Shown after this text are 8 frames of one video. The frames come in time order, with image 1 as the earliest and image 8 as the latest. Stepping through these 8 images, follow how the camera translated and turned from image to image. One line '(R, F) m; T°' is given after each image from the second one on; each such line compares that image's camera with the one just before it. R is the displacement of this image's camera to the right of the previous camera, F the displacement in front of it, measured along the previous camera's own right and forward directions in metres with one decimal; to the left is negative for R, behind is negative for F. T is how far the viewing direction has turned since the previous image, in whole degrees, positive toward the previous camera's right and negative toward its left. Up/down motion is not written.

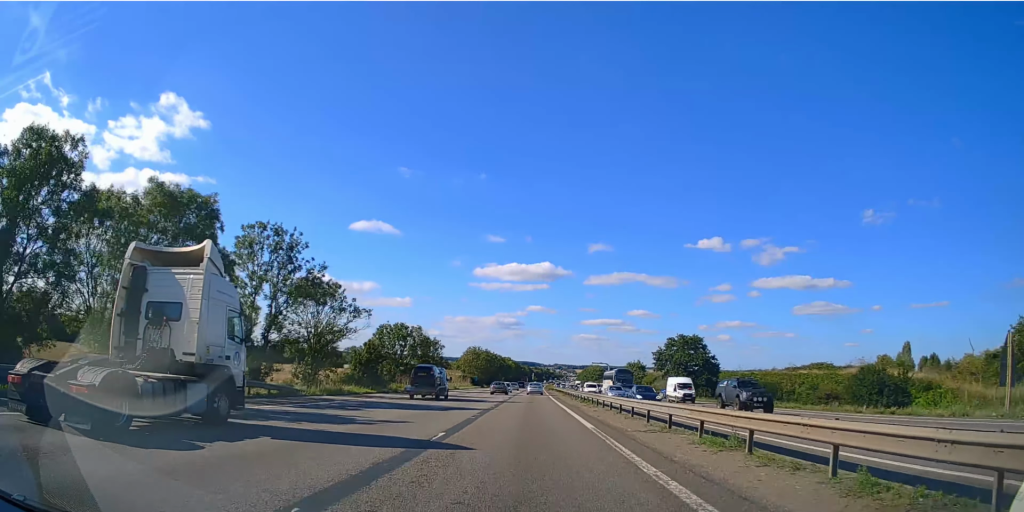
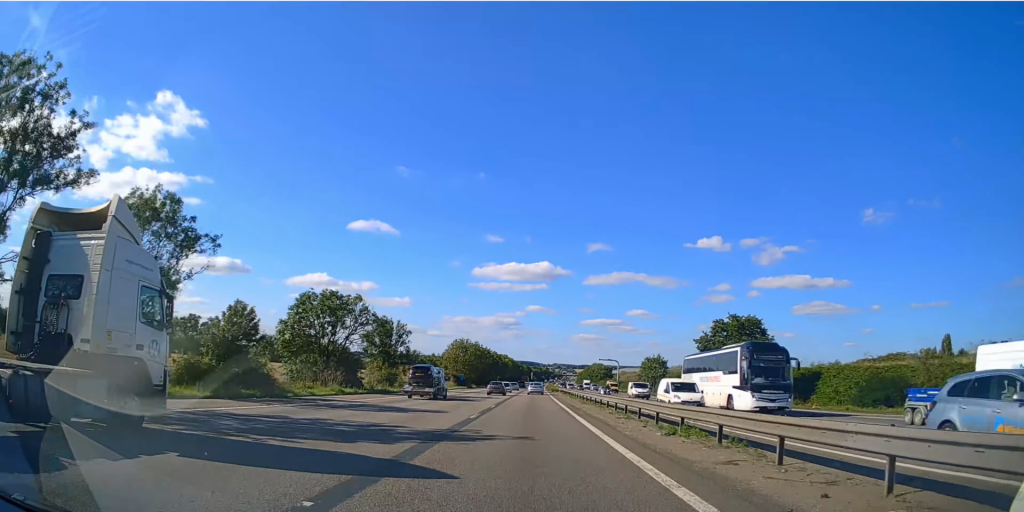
(0.0, +26.8) m; 0°
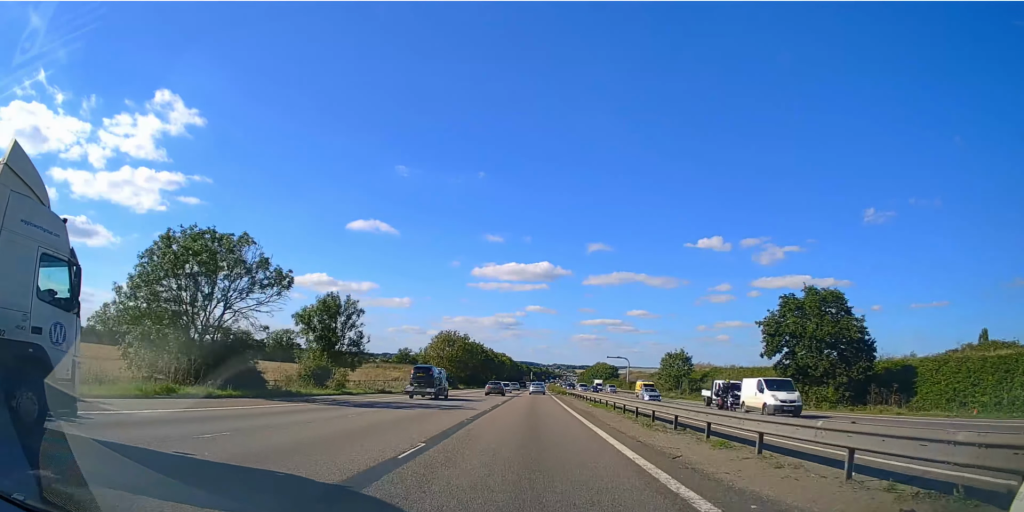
(+0.1, +20.3) m; 0°
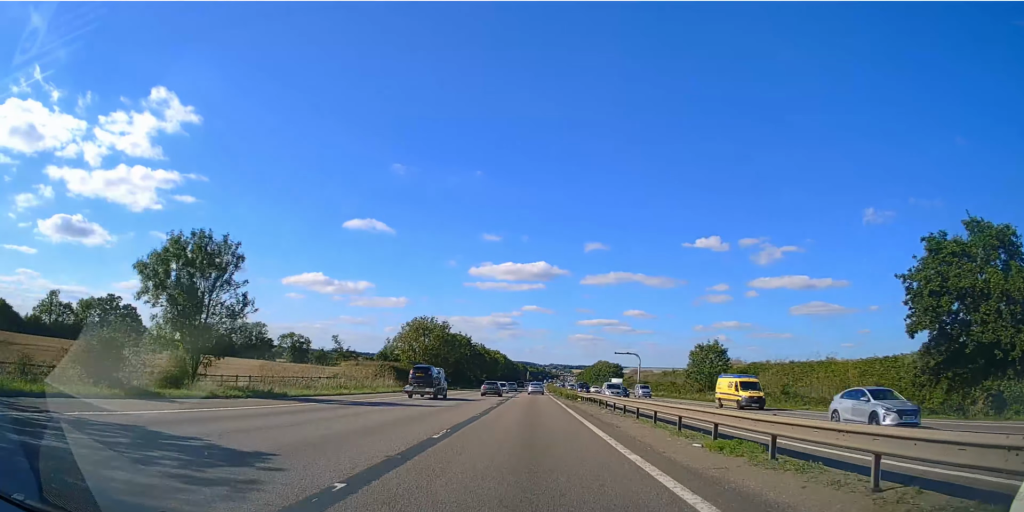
(+0.1, +23.1) m; 0°
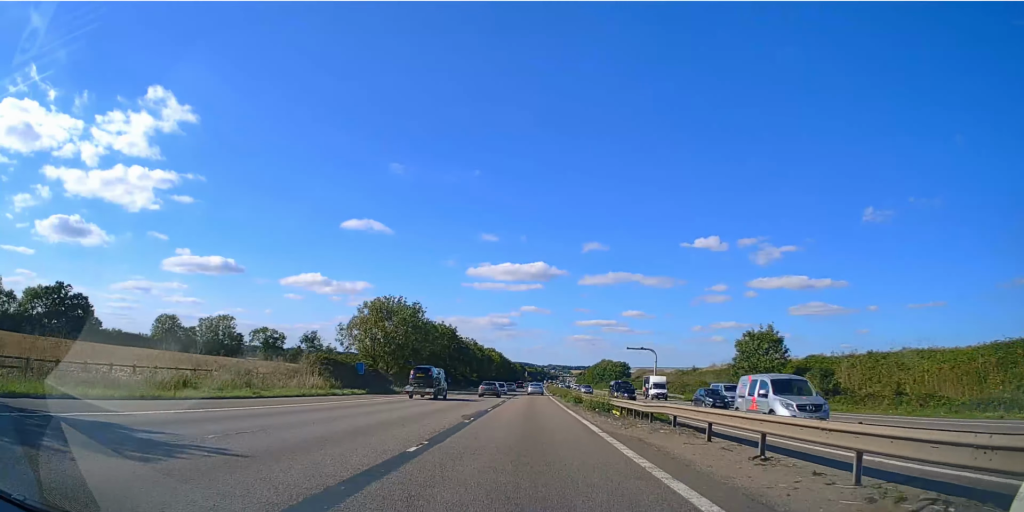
(-0.2, +22.1) m; 0°
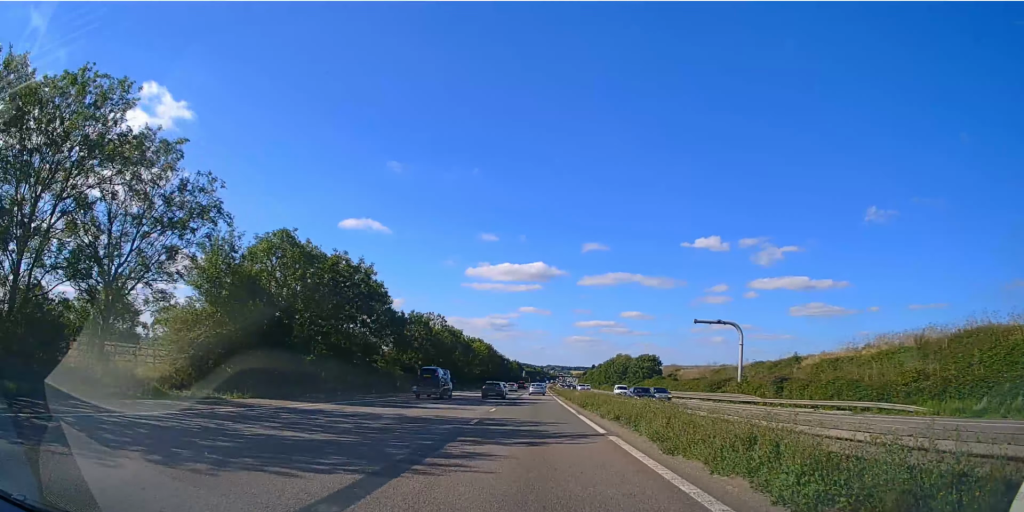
(+0.5, +55.9) m; +1°
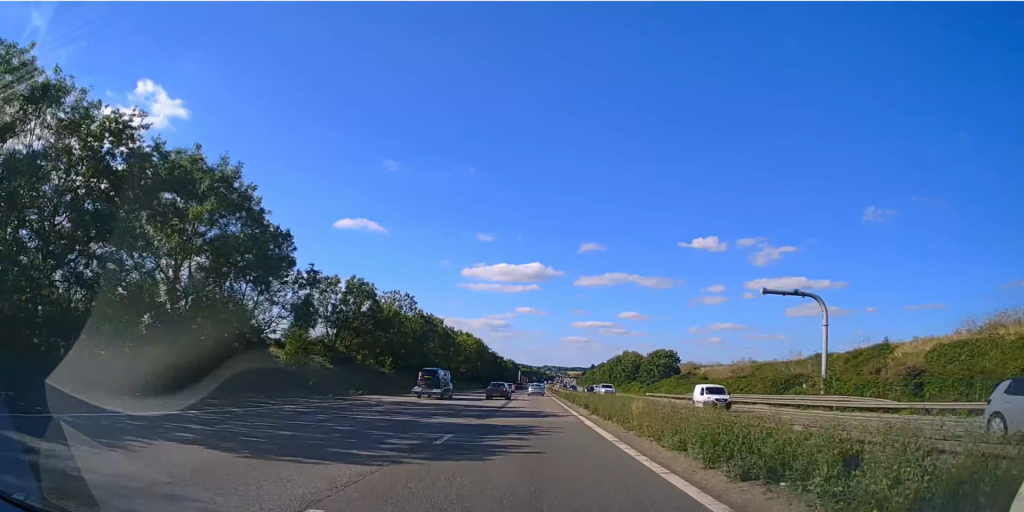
(0.0, +23.7) m; 0°
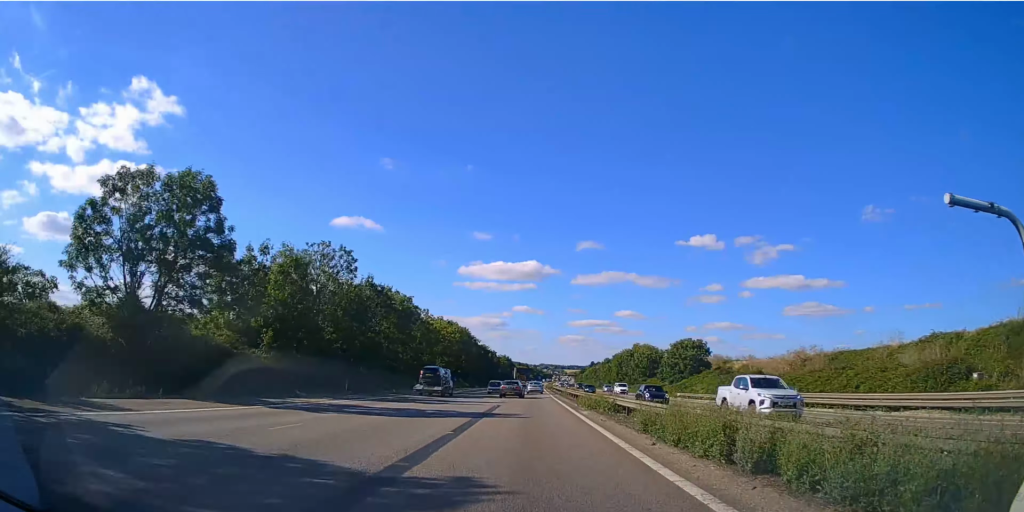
(0.0, +27.2) m; 0°
